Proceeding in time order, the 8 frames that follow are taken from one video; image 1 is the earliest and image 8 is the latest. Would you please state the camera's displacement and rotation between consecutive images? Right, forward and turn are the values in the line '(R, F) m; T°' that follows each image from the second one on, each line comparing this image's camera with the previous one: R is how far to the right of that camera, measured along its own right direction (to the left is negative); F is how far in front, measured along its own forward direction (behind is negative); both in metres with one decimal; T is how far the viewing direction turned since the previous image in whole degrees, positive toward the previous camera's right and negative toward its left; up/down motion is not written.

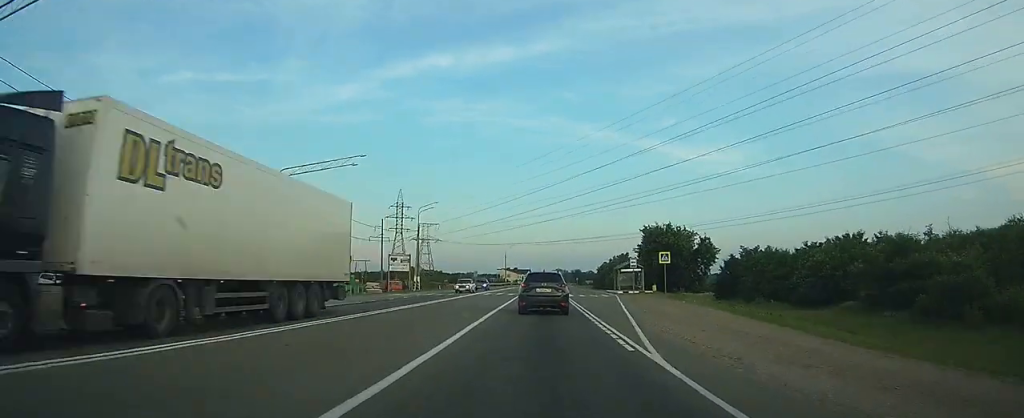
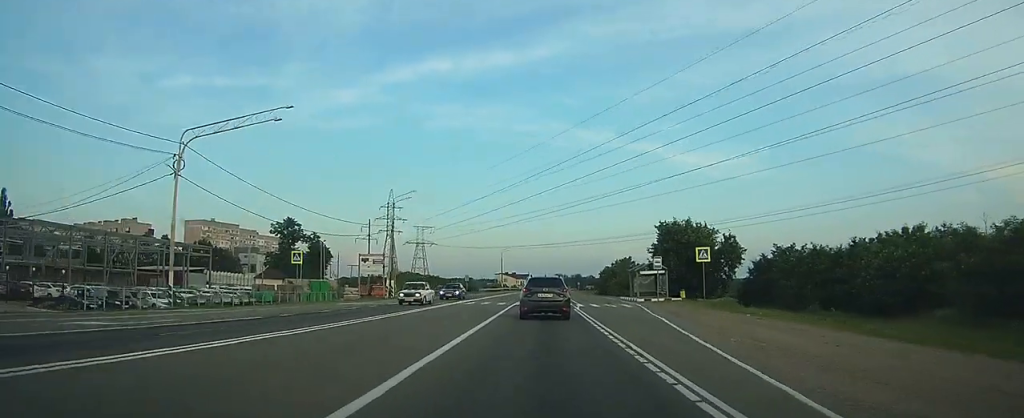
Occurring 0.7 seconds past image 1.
(0.0, +12.0) m; 0°
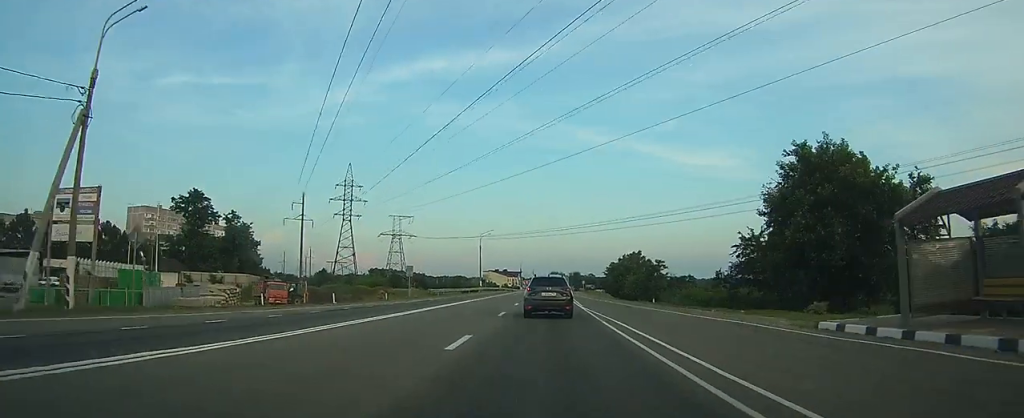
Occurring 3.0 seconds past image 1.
(+0.1, +41.7) m; 0°
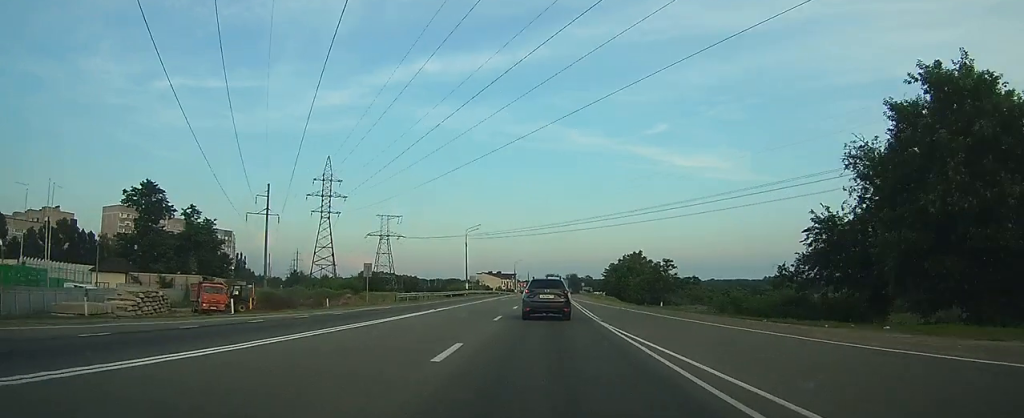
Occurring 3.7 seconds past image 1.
(0.0, +13.4) m; 0°
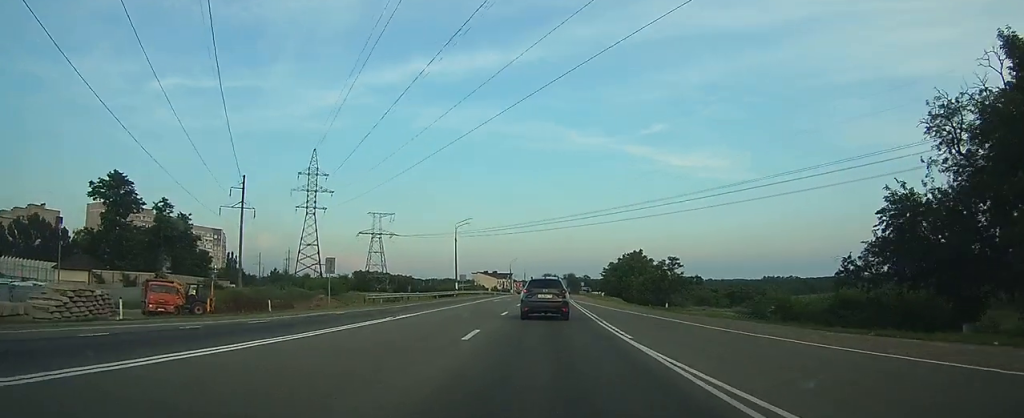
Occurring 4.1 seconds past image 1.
(0.0, +8.0) m; 0°
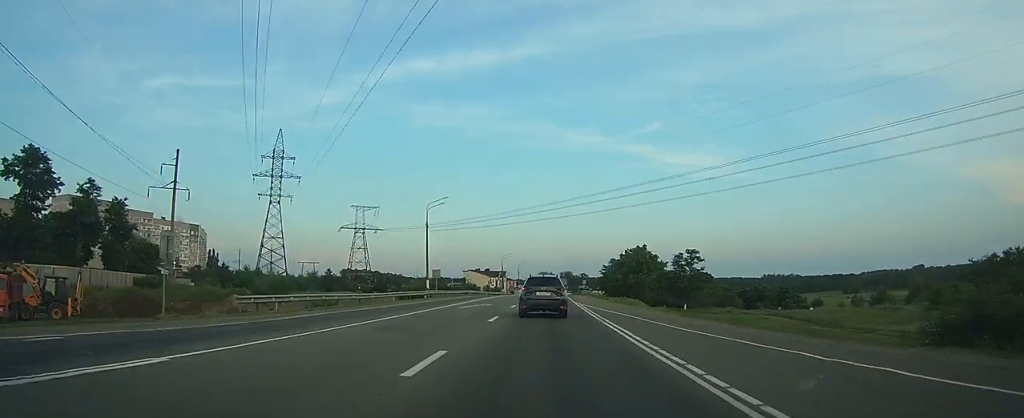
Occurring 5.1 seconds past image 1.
(0.0, +17.8) m; 0°
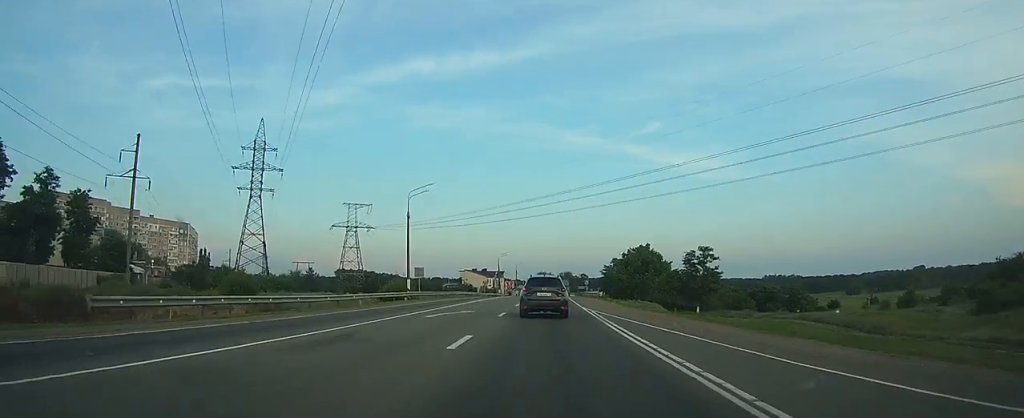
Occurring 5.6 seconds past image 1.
(0.0, +8.6) m; 0°
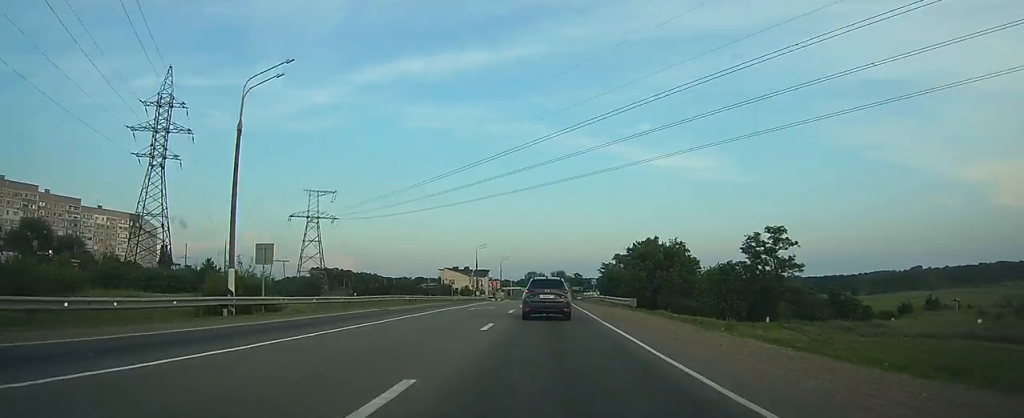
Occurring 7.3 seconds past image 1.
(+0.4, +31.1) m; +1°
